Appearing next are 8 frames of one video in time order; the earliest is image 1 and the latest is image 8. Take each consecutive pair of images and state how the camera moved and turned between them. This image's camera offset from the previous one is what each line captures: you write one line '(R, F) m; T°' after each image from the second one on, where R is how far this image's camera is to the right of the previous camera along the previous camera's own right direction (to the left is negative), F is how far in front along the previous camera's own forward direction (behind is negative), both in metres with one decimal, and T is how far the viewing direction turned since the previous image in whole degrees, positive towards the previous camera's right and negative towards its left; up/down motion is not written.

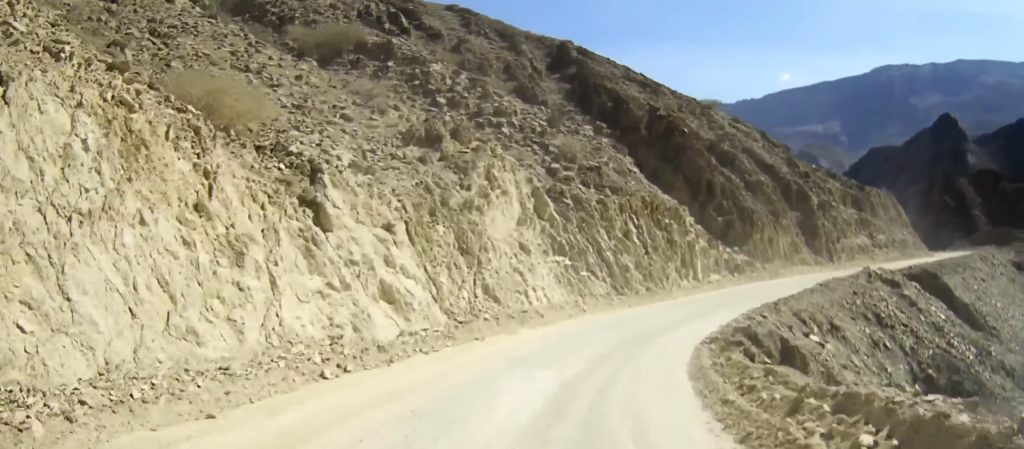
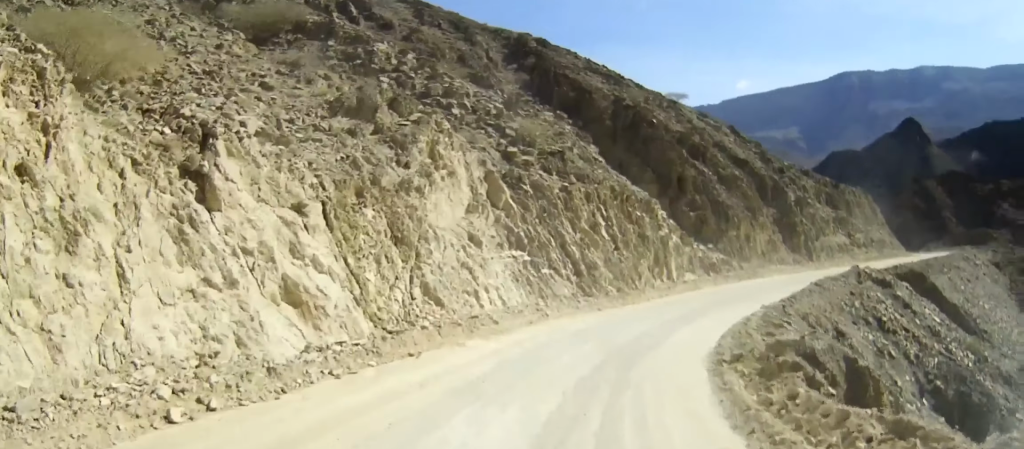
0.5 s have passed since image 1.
(-0.2, +4.5) m; 0°
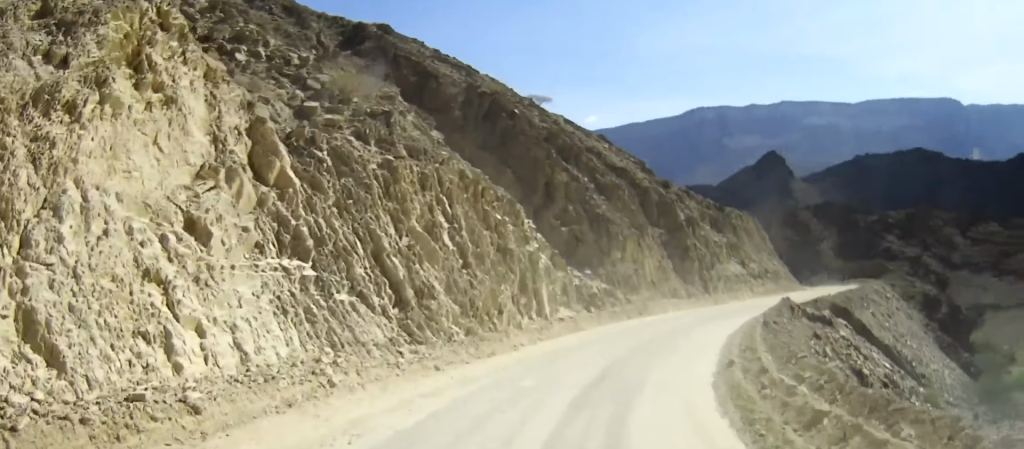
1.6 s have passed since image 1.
(+0.6, +10.8) m; +8°
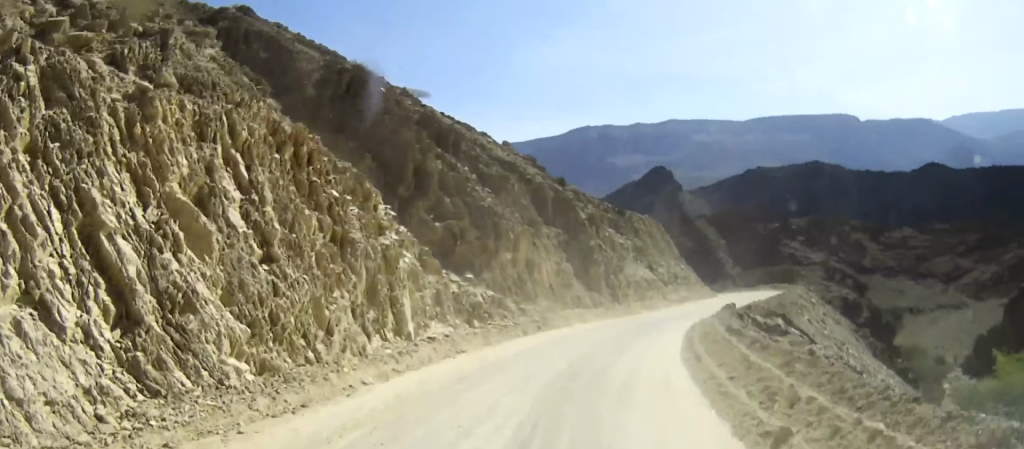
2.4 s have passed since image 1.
(+0.3, +7.6) m; +9°
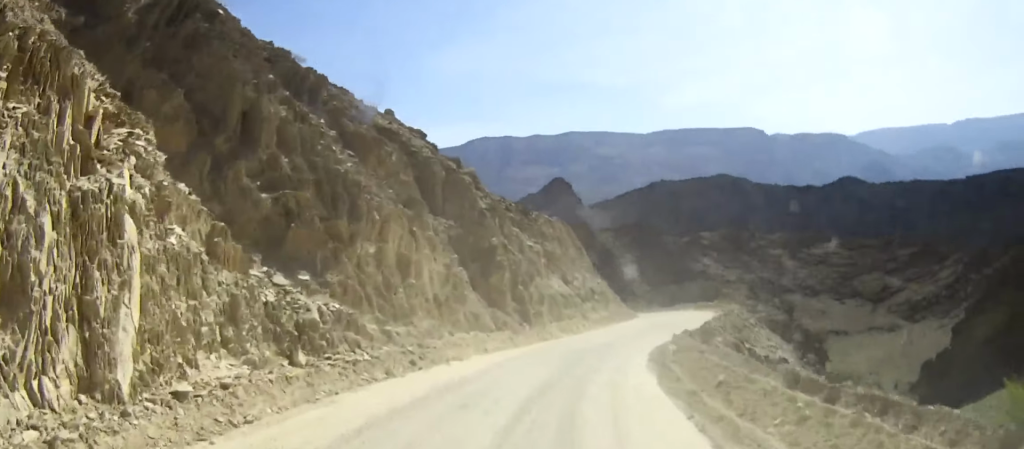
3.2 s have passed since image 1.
(+1.0, +8.9) m; +10°
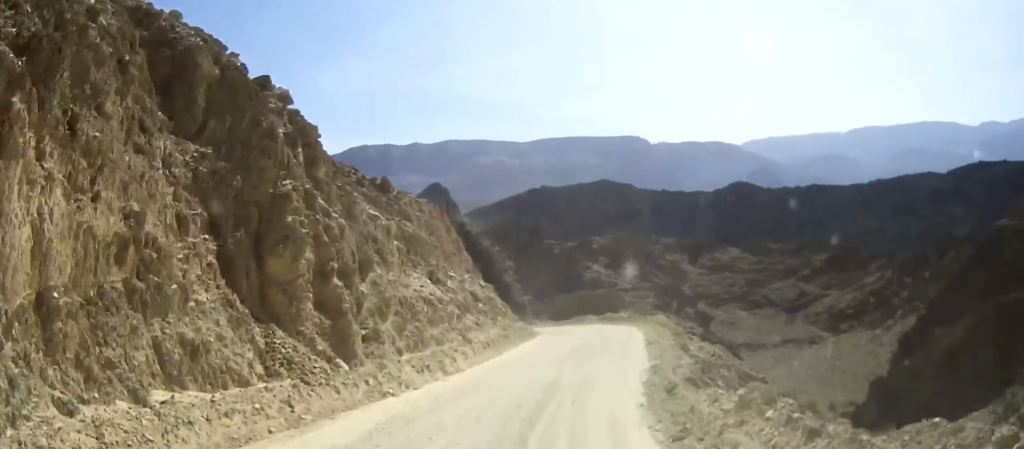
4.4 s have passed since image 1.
(+1.2, +12.5) m; +11°
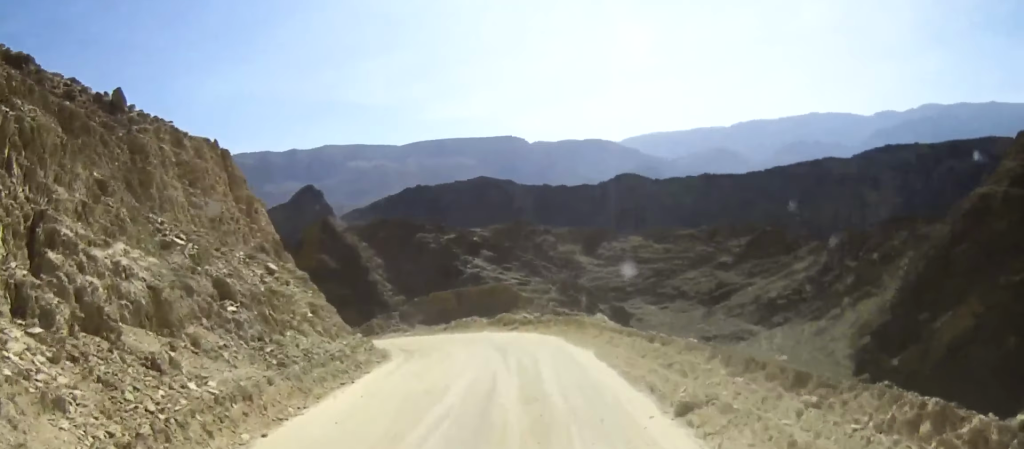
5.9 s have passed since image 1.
(+2.1, +18.3) m; +11°
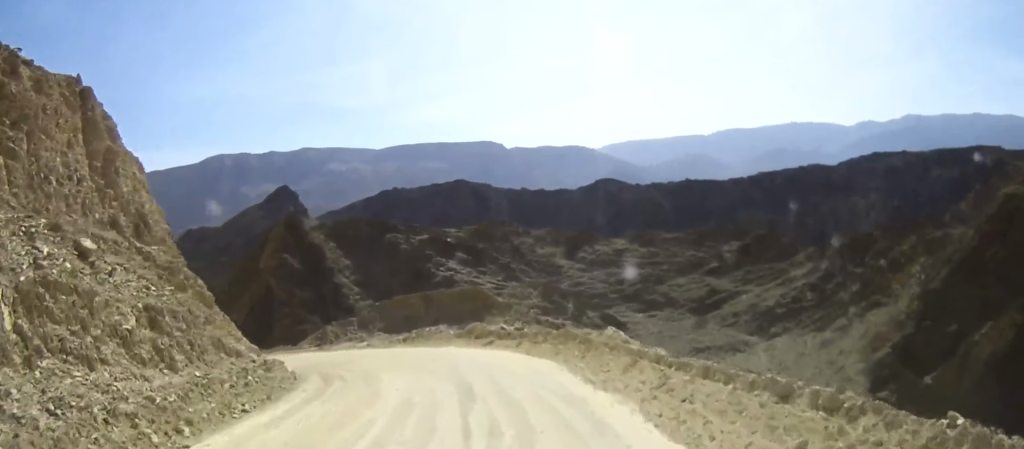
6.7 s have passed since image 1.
(+0.4, +9.5) m; +4°
